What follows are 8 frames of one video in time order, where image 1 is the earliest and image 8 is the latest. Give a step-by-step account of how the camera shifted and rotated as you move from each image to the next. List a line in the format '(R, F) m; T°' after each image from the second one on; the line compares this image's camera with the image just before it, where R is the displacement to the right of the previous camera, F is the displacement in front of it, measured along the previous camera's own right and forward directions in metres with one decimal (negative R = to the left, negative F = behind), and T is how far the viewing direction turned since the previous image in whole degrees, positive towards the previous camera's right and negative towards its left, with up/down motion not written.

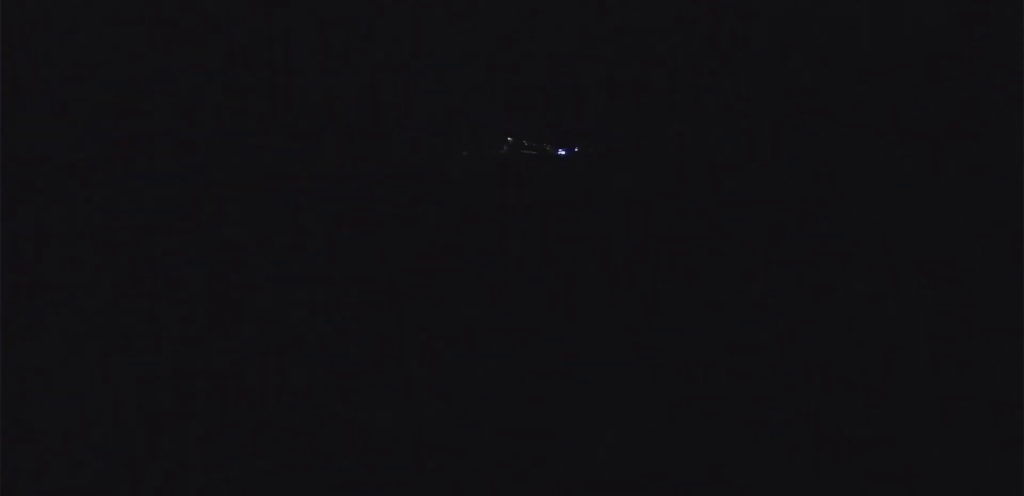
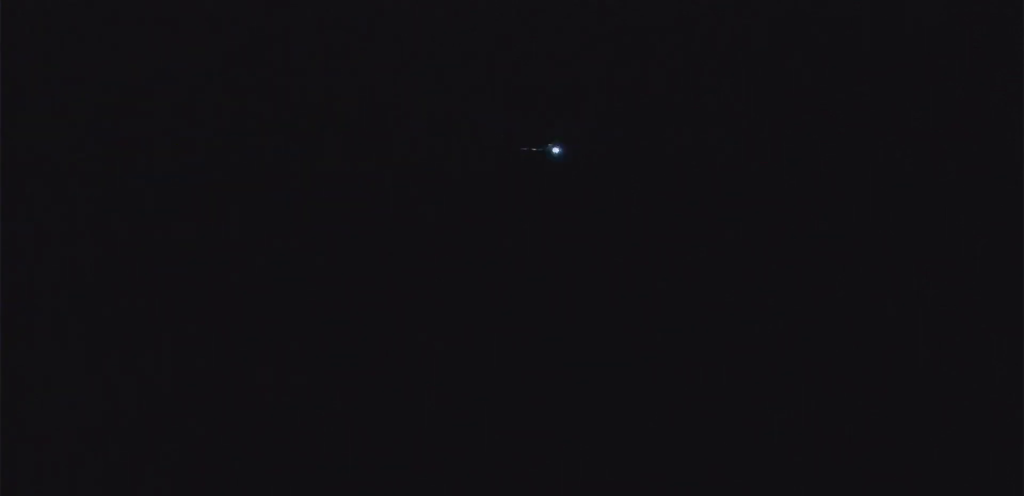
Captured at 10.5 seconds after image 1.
(-10.3, +301.3) m; -3°
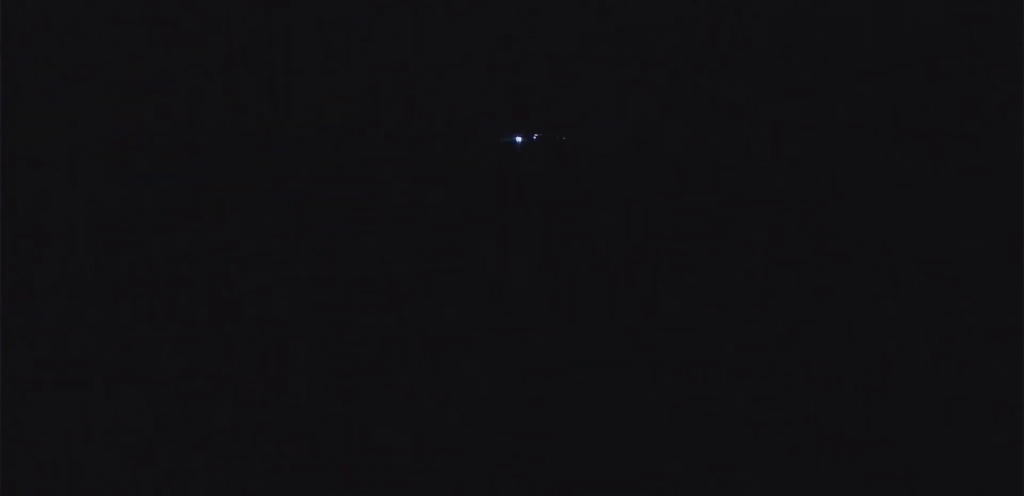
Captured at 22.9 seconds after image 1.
(-8.4, +325.8) m; -2°
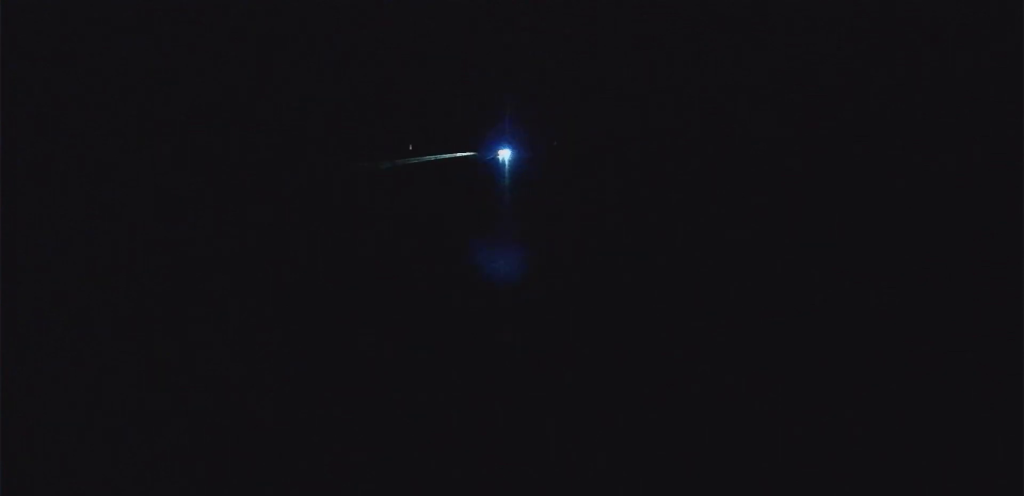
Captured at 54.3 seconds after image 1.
(+9.3, +813.7) m; +2°
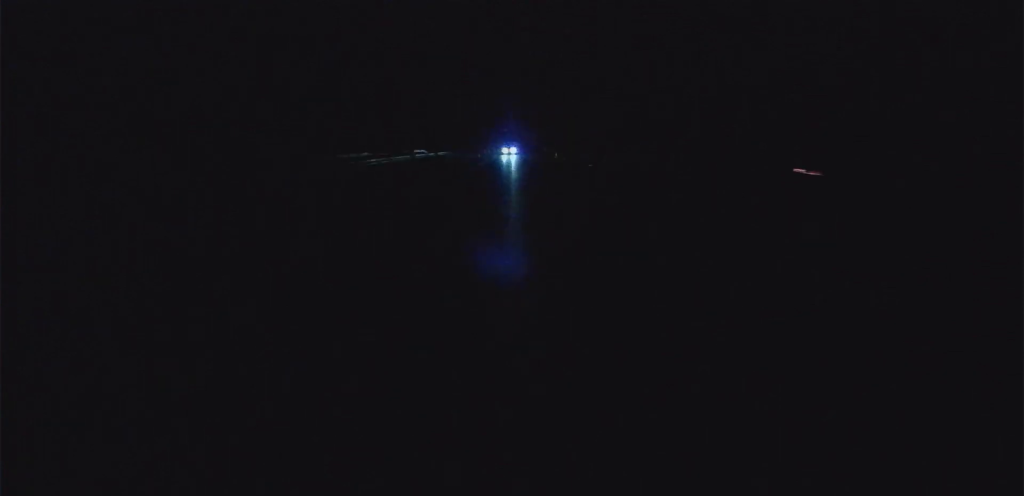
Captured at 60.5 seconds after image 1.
(+1.2, +115.5) m; +1°
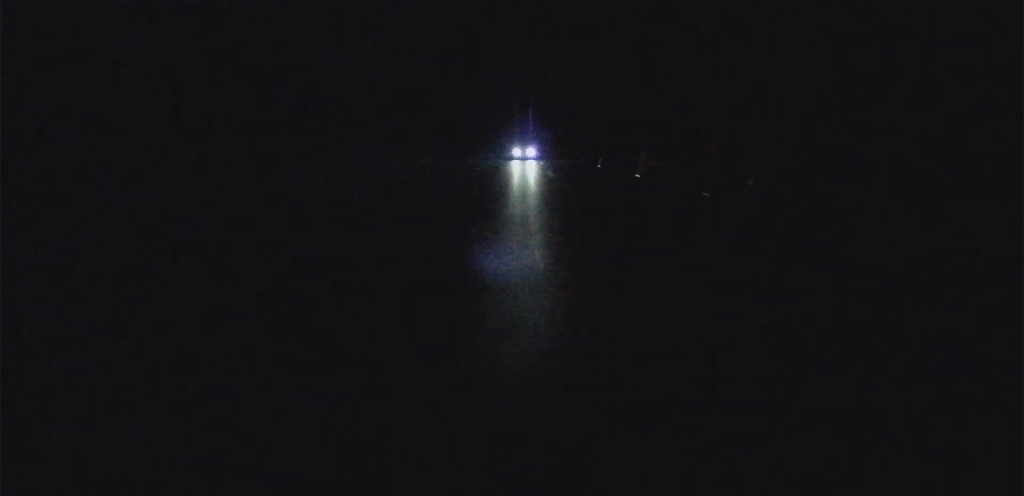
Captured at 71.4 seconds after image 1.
(+3.3, +234.0) m; +2°
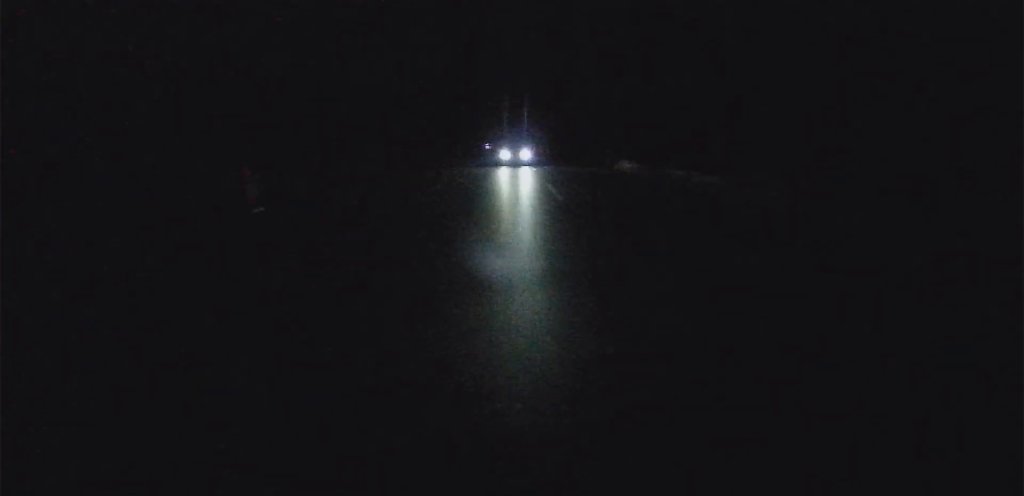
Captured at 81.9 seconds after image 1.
(+3.1, +234.9) m; +1°
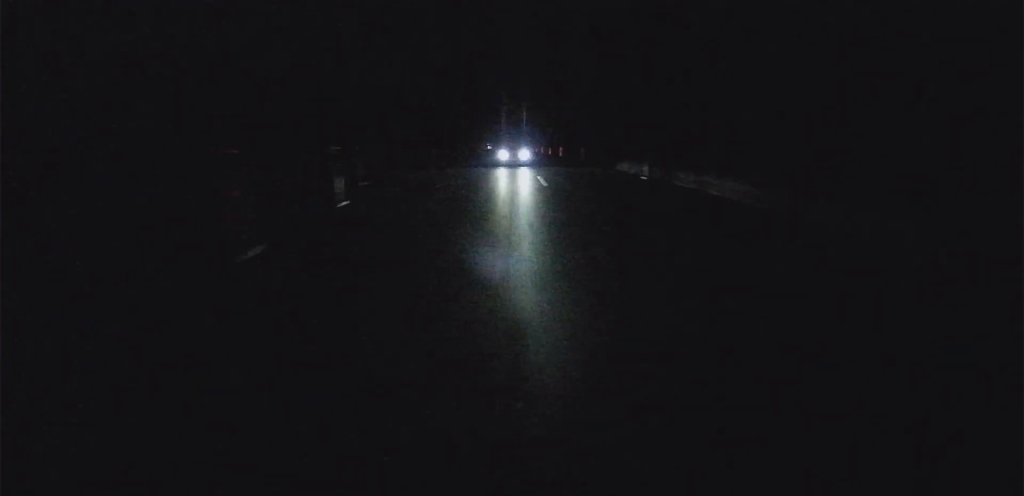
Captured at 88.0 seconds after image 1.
(+1.8, +128.4) m; 0°
